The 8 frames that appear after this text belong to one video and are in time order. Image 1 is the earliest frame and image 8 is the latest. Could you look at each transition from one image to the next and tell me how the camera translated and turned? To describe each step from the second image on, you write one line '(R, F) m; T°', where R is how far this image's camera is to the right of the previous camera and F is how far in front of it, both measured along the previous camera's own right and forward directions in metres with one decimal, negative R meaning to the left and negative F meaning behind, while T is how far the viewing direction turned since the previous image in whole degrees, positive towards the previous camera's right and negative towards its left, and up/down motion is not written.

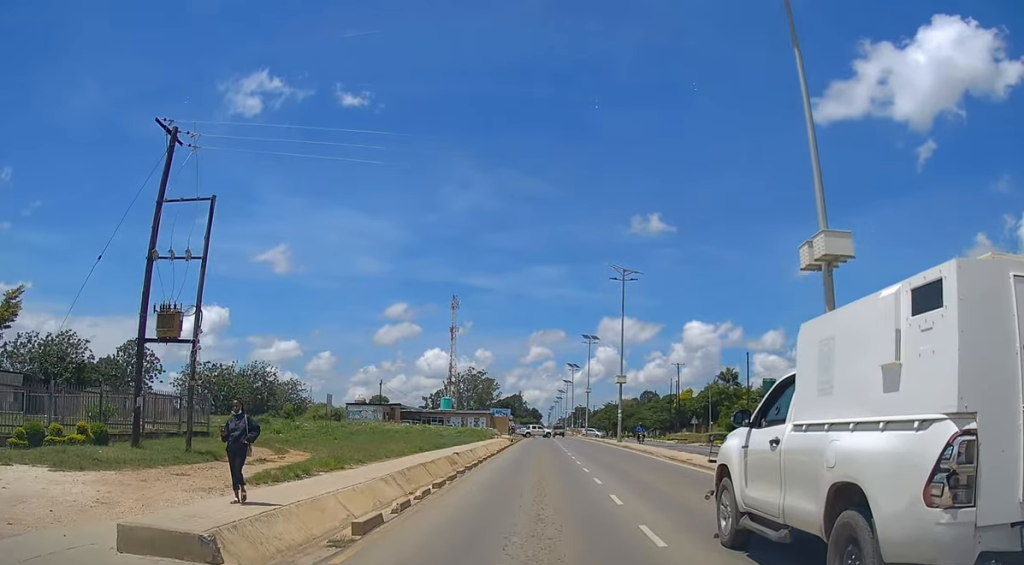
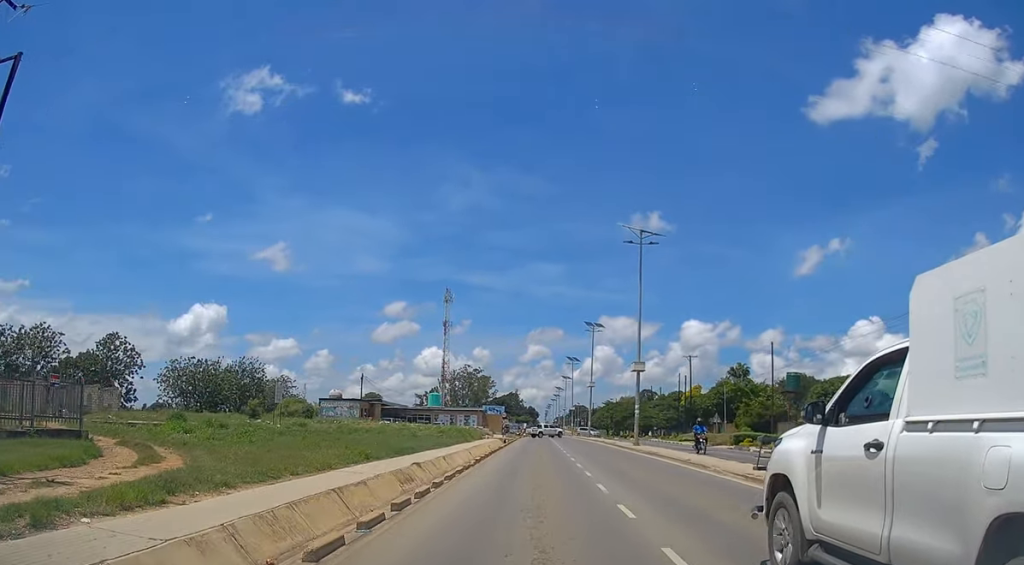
(-0.1, +9.7) m; -1°
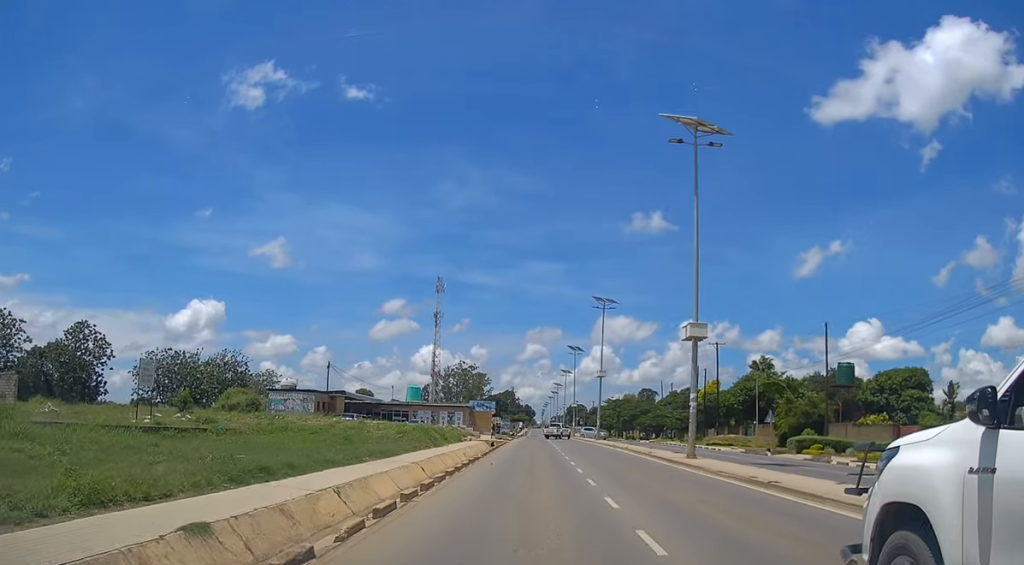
(-0.2, +14.9) m; -1°
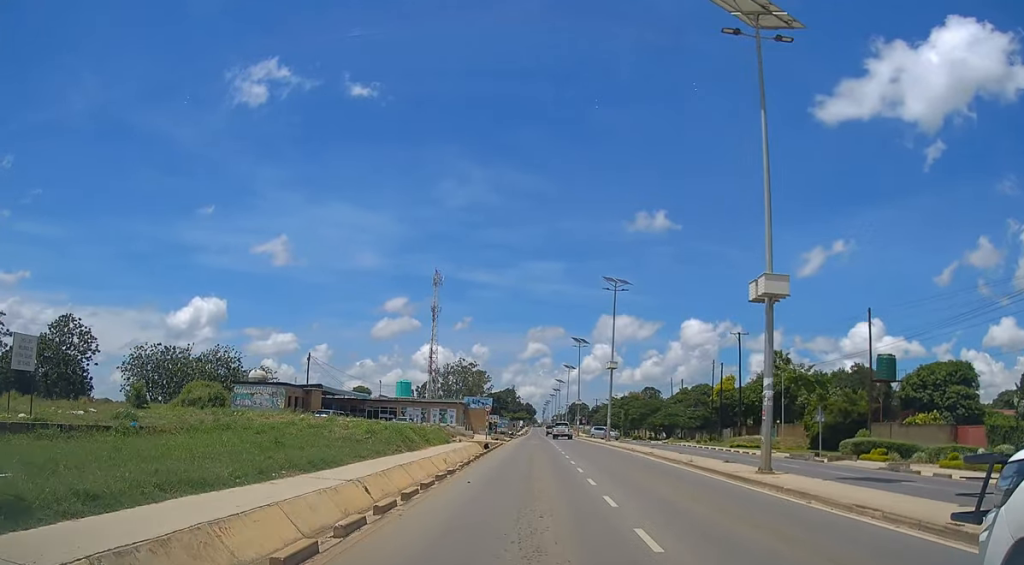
(0.0, +8.0) m; 0°
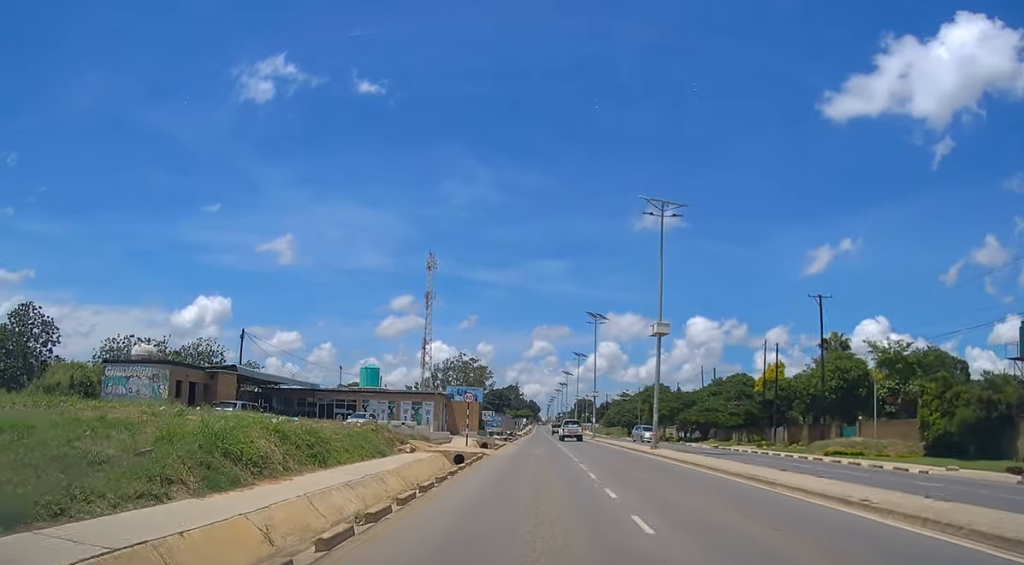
(0.0, +19.0) m; 0°
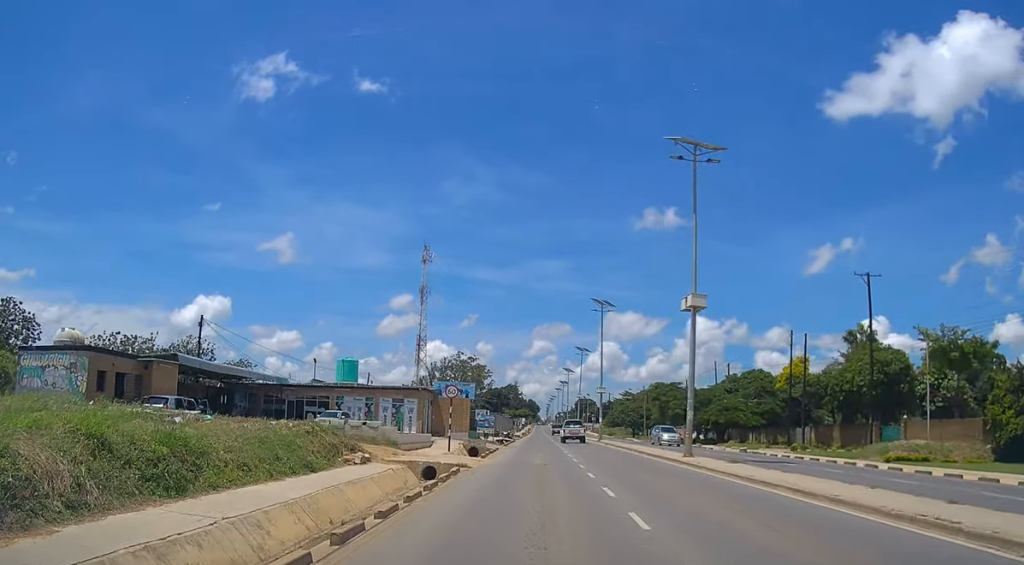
(-0.1, +7.6) m; 0°
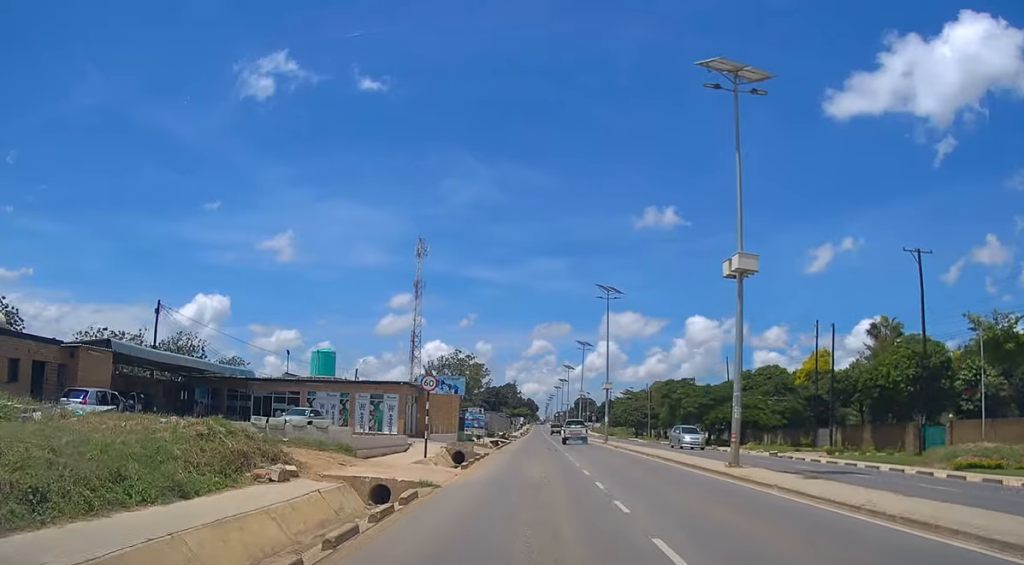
(0.0, +6.3) m; 0°
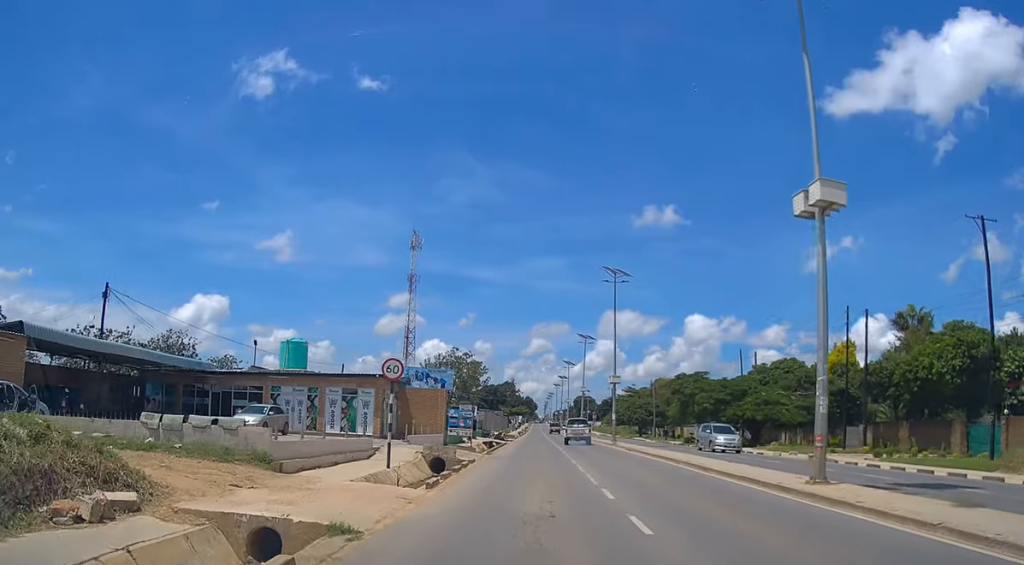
(0.0, +6.2) m; 0°
